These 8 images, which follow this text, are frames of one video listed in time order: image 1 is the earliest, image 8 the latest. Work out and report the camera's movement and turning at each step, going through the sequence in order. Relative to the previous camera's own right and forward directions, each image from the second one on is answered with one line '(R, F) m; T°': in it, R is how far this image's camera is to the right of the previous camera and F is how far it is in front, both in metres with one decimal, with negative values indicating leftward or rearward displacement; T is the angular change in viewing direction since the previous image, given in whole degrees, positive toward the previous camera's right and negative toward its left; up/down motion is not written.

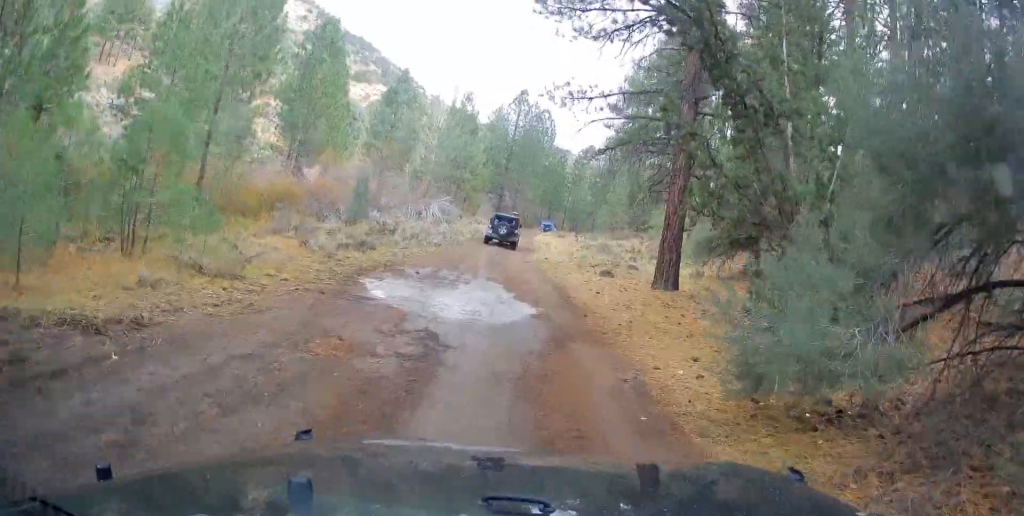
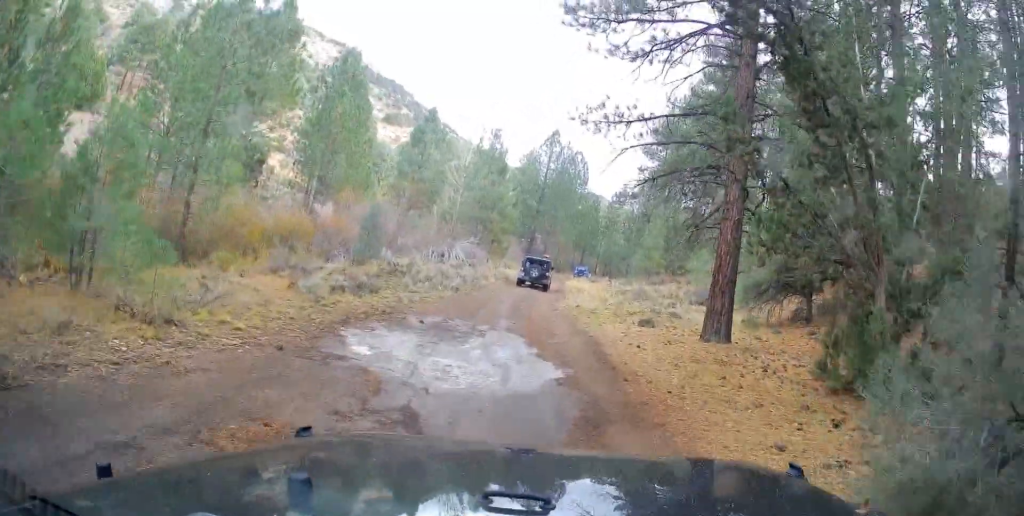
(-0.2, +3.0) m; -10°
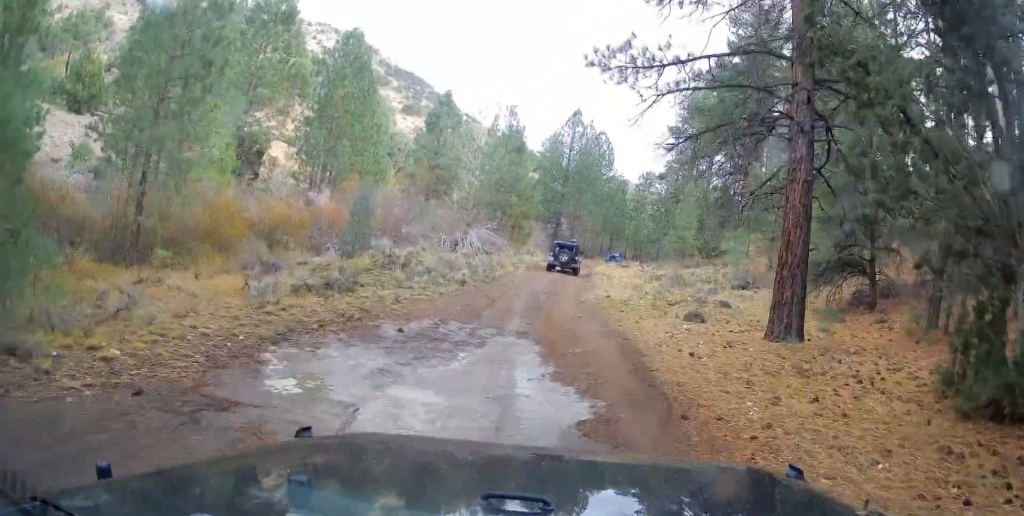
(-0.4, +3.8) m; -5°
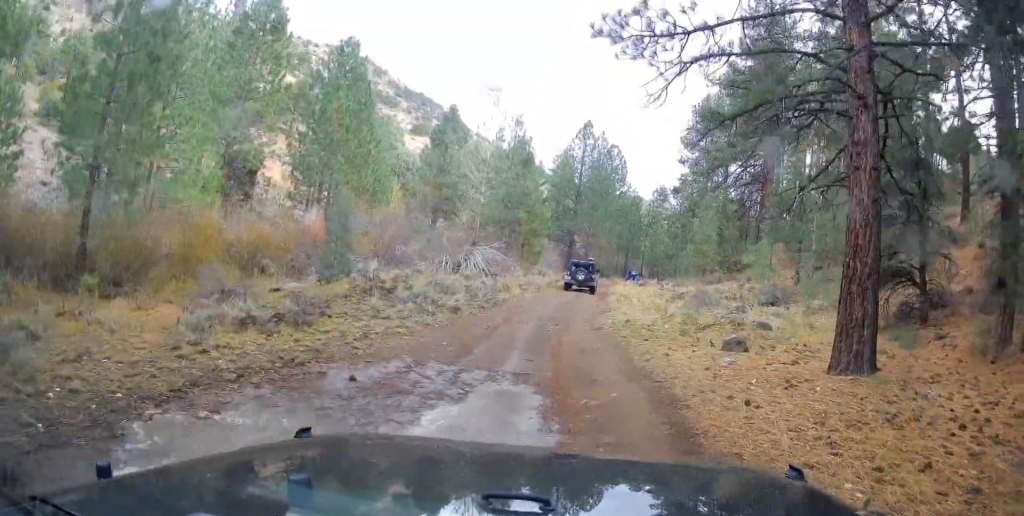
(-0.4, +3.1) m; 0°
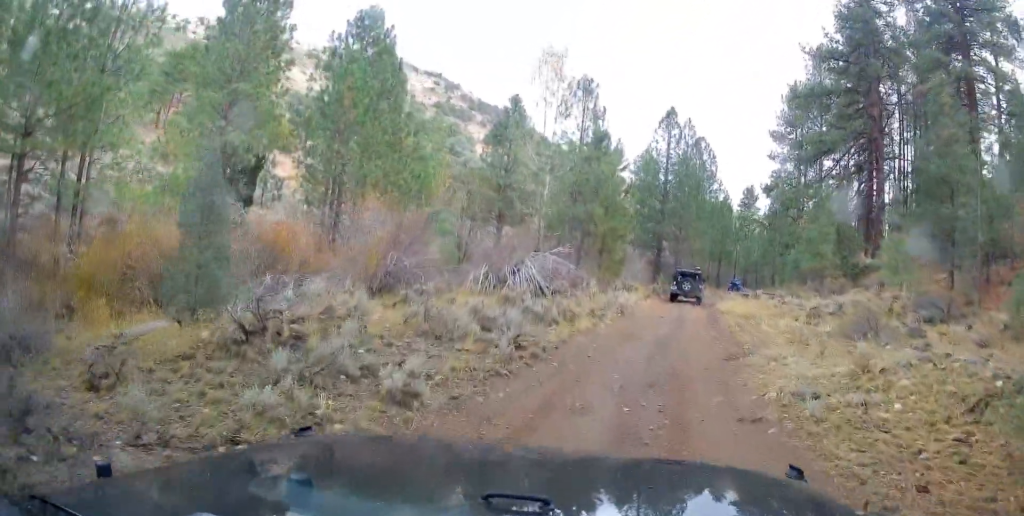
(+0.9, +11.2) m; +2°
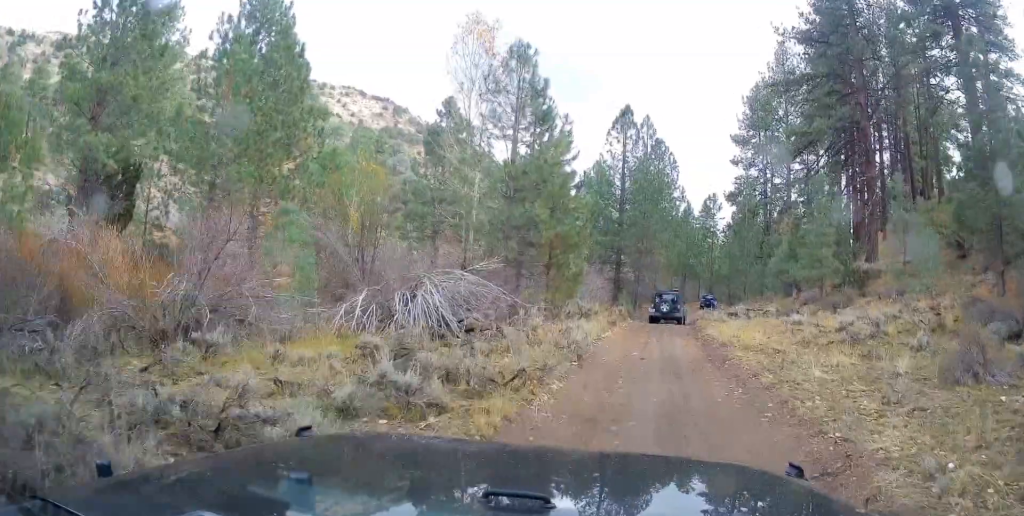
(+0.1, +8.0) m; +4°
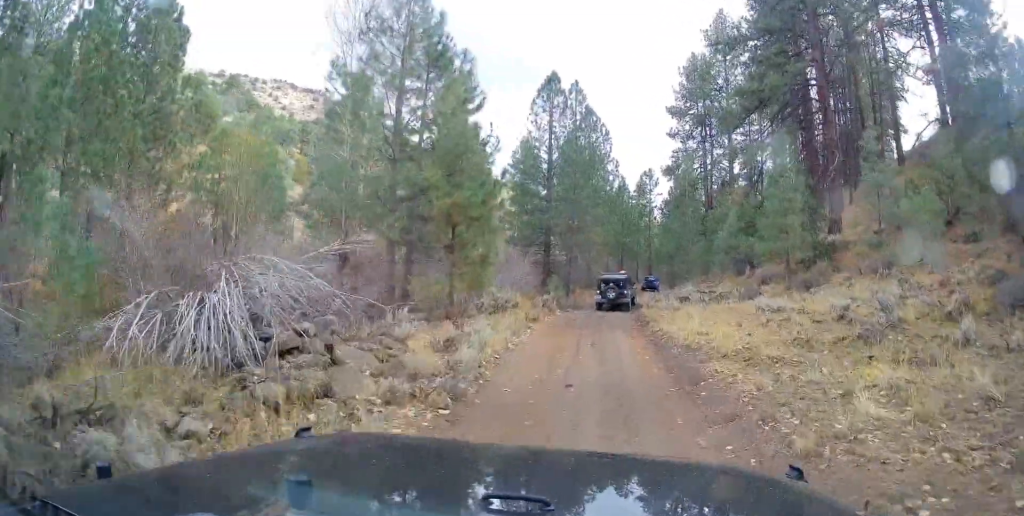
(+0.3, +5.5) m; +6°
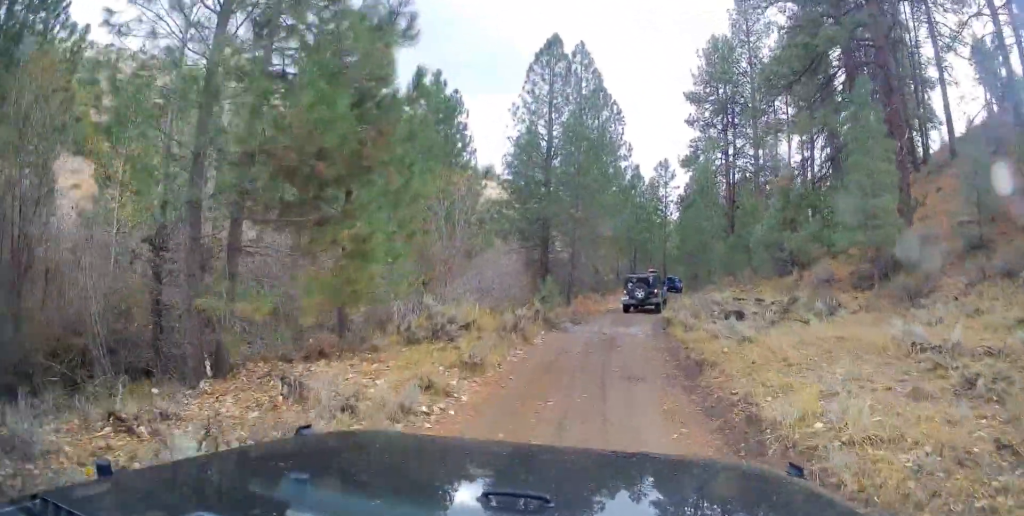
(+0.8, +9.4) m; +6°
